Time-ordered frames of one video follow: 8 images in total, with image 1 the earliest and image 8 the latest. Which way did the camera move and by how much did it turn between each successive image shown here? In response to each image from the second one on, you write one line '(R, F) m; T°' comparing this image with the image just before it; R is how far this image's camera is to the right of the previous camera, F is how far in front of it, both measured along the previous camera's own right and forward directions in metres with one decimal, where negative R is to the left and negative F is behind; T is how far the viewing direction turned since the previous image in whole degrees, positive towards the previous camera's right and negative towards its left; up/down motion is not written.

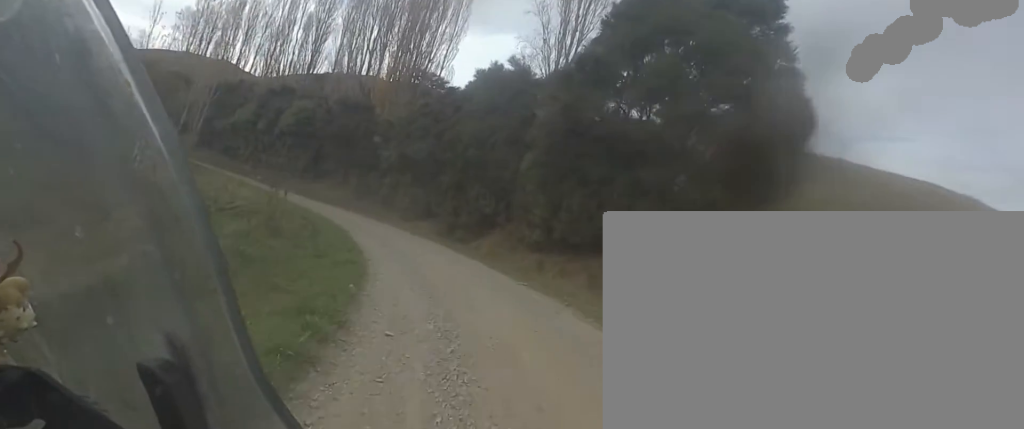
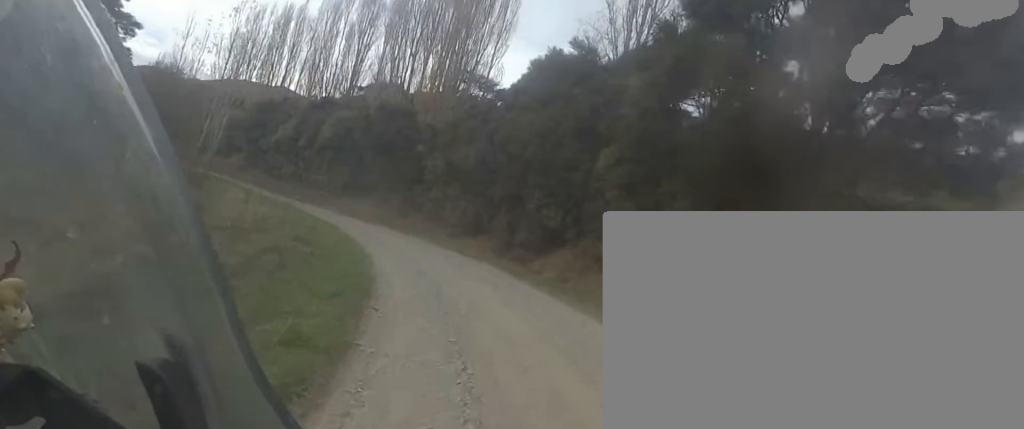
(-0.8, +5.9) m; -4°
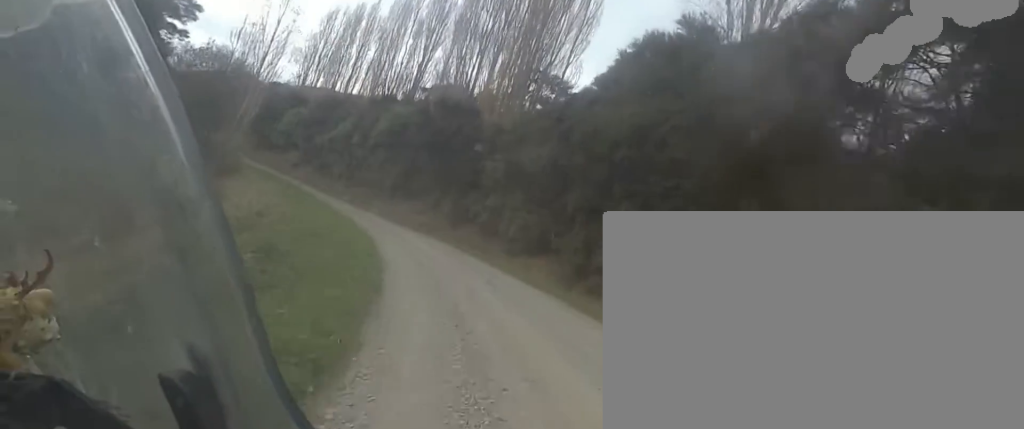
(-0.4, +5.5) m; -4°
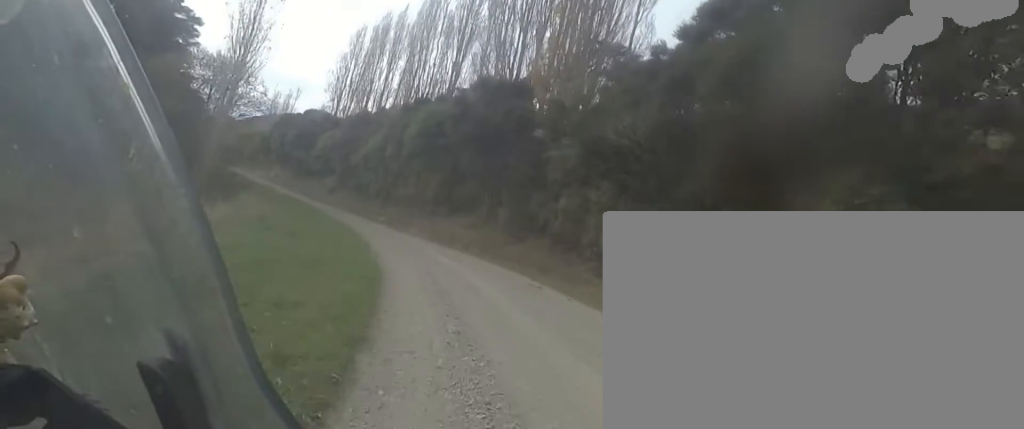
(+0.1, +7.7) m; -11°
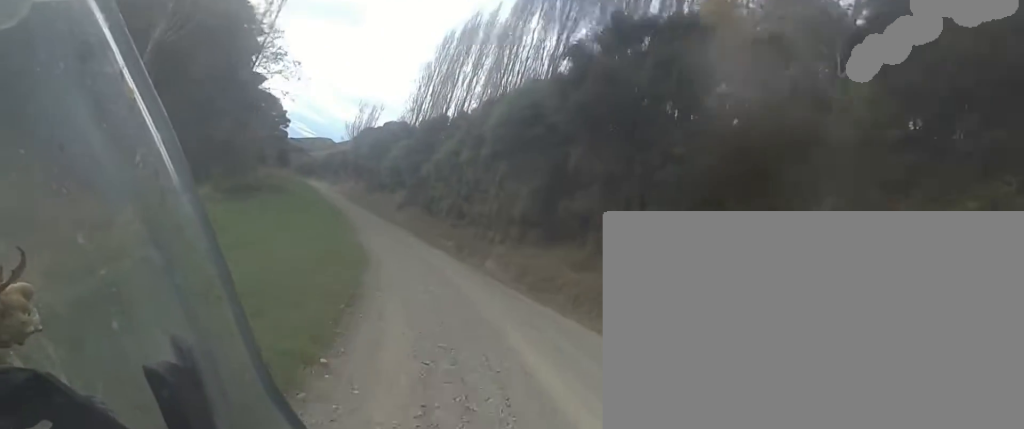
(-1.9, +10.0) m; -13°
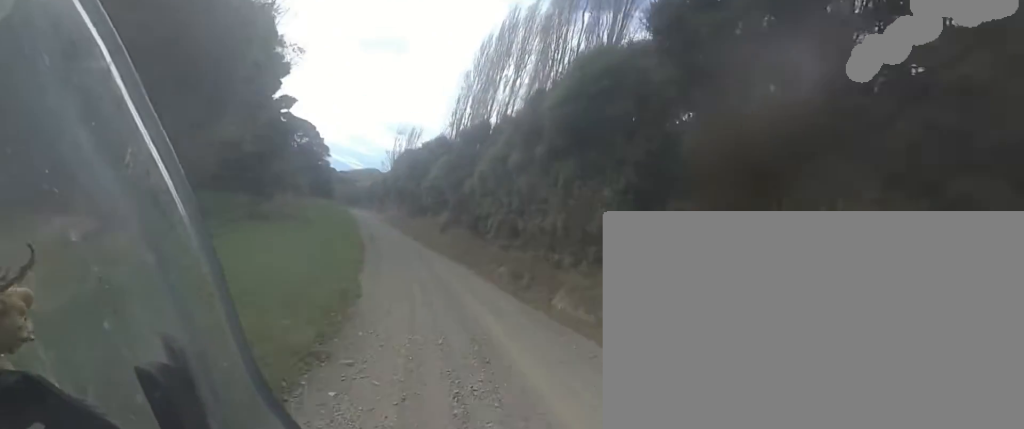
(-0.5, +5.8) m; -5°
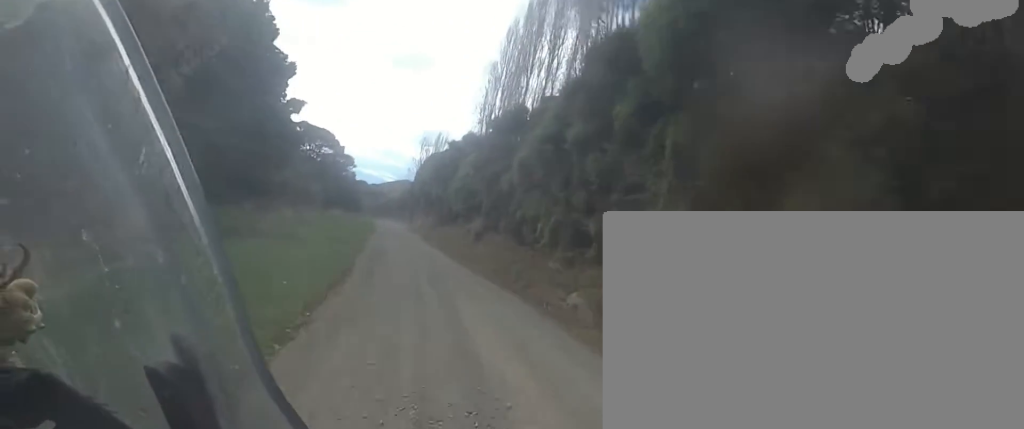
(0.0, +7.8) m; 0°
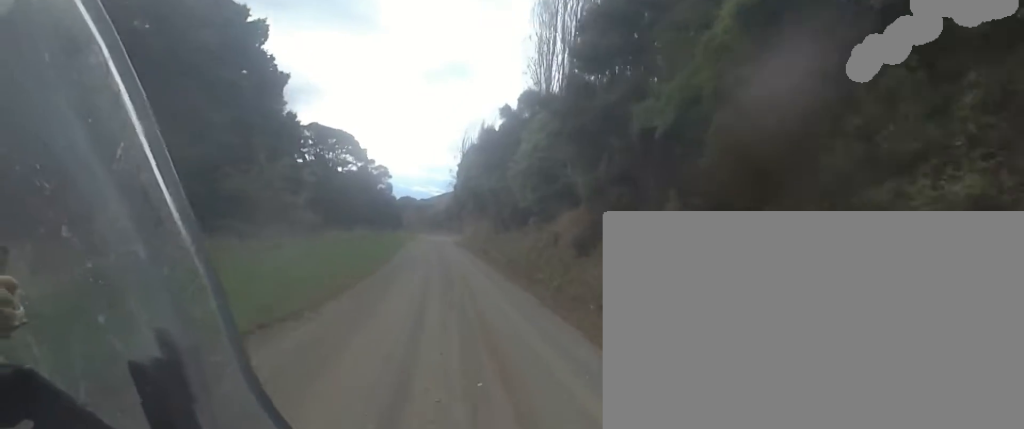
(-0.4, +18.0) m; -5°
